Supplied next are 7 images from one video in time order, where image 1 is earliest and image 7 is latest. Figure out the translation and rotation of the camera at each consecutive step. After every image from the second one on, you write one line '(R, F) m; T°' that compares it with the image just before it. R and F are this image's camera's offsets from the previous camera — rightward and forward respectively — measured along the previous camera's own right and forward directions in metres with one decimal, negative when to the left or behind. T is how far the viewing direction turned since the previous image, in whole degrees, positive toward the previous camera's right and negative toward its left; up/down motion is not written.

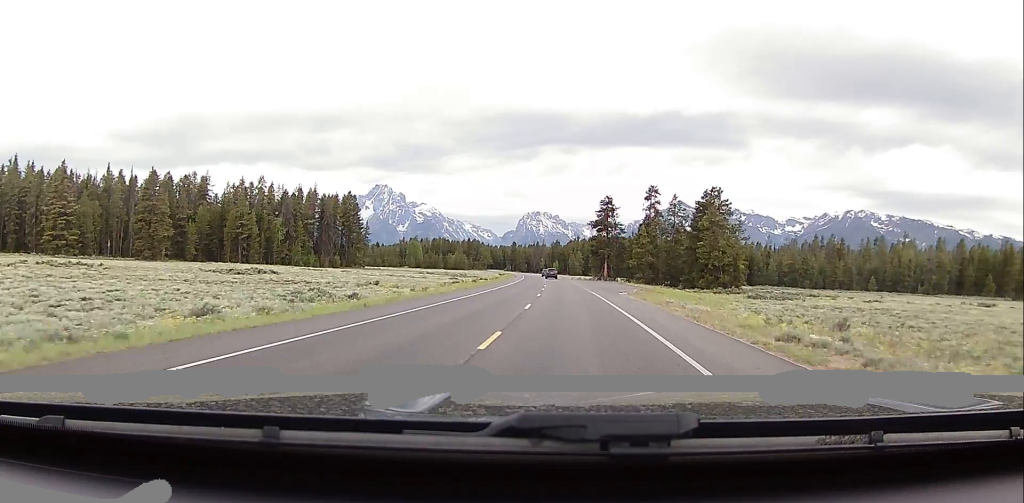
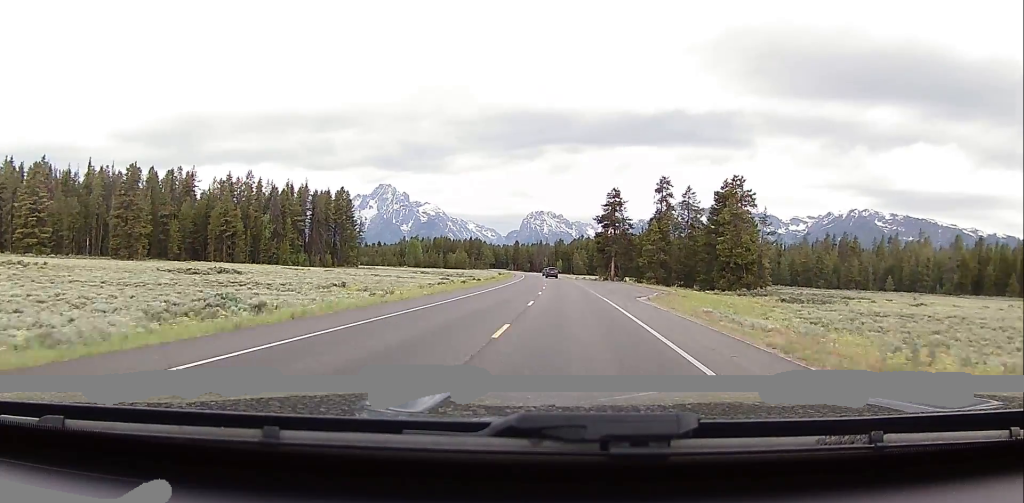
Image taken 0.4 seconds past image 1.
(-0.4, +10.5) m; 0°
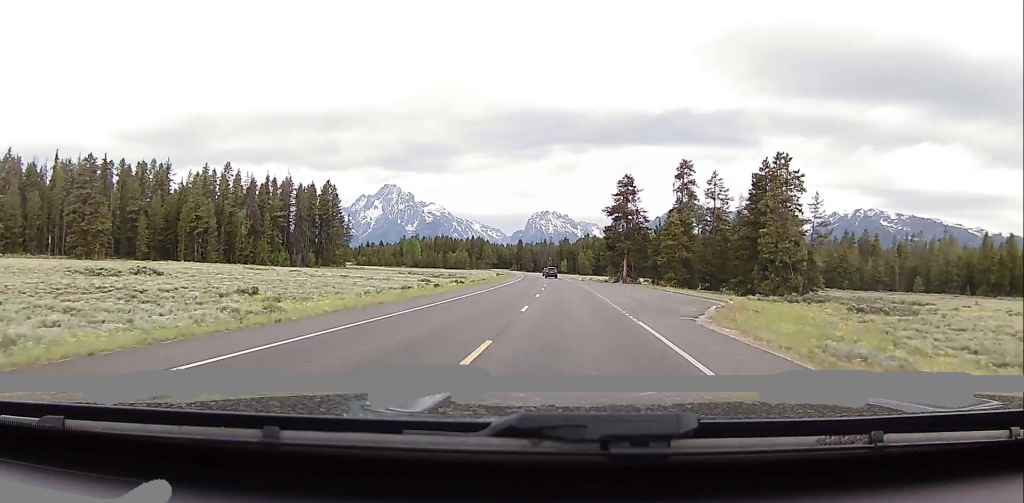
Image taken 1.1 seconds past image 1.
(+0.4, +16.2) m; +1°
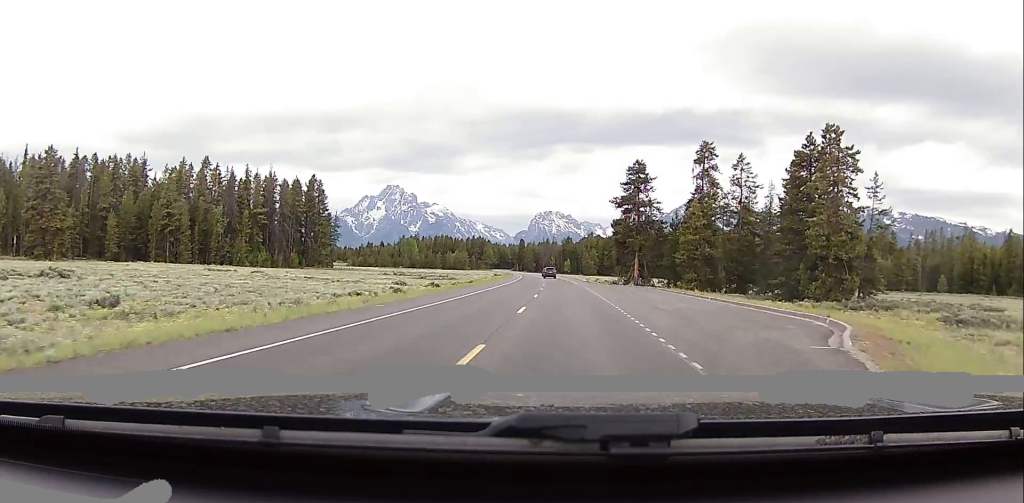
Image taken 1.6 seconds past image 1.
(+0.1, +13.1) m; 0°
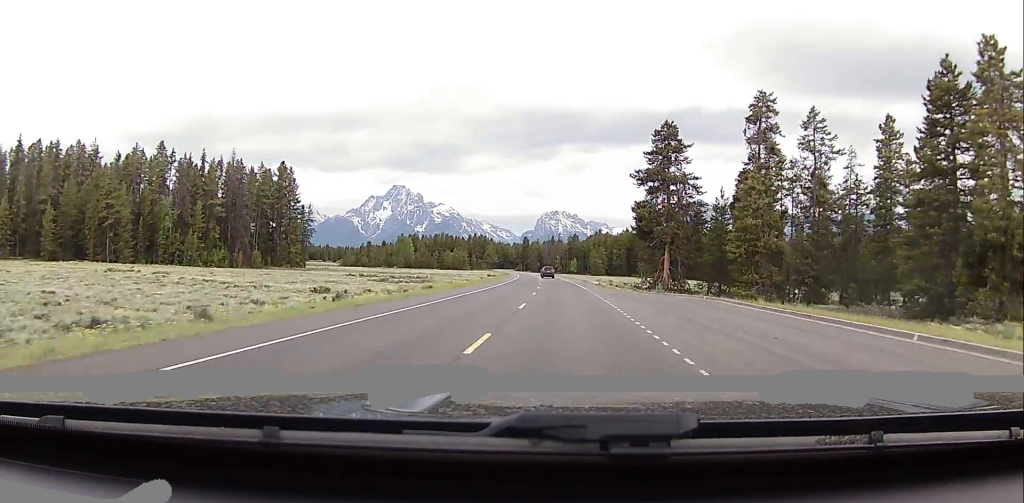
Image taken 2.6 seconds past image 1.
(-0.1, +23.0) m; -2°
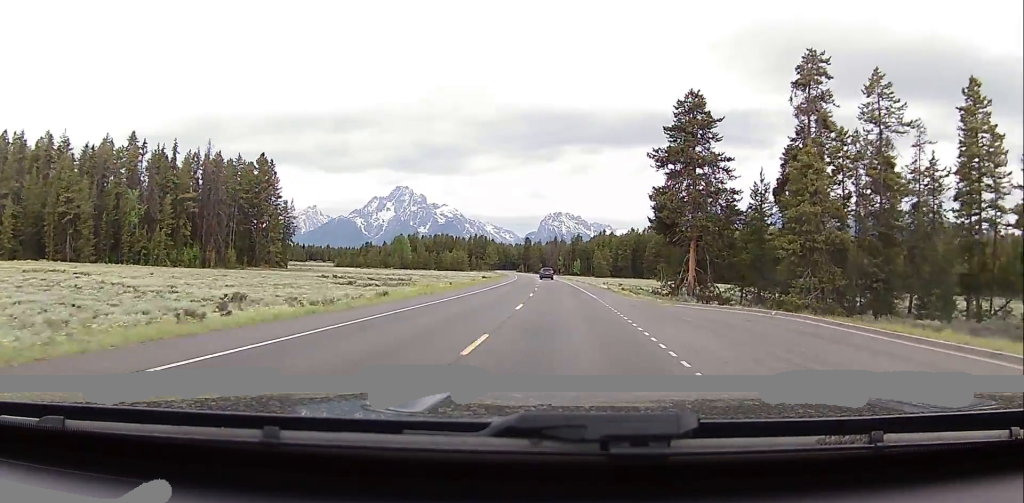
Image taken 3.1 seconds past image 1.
(-0.6, +12.3) m; +1°
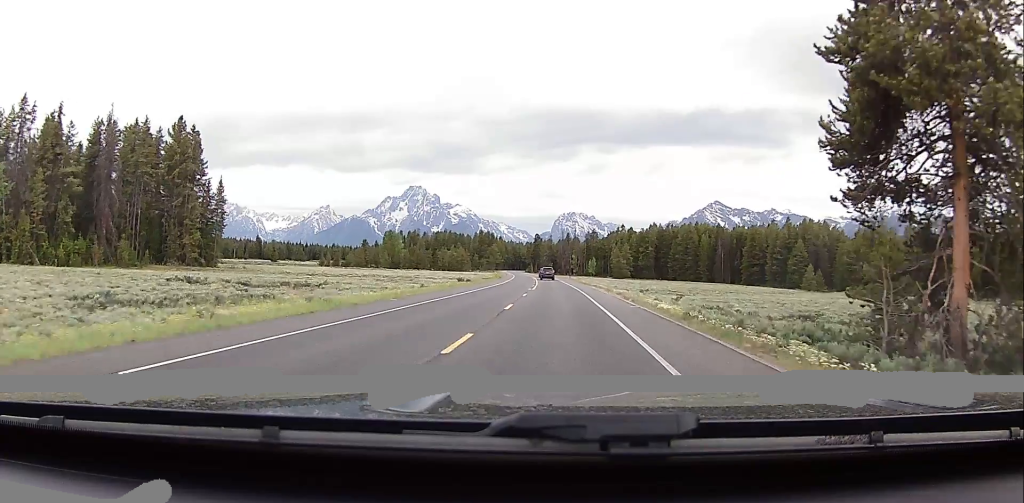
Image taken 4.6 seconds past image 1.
(+1.6, +36.6) m; 0°
